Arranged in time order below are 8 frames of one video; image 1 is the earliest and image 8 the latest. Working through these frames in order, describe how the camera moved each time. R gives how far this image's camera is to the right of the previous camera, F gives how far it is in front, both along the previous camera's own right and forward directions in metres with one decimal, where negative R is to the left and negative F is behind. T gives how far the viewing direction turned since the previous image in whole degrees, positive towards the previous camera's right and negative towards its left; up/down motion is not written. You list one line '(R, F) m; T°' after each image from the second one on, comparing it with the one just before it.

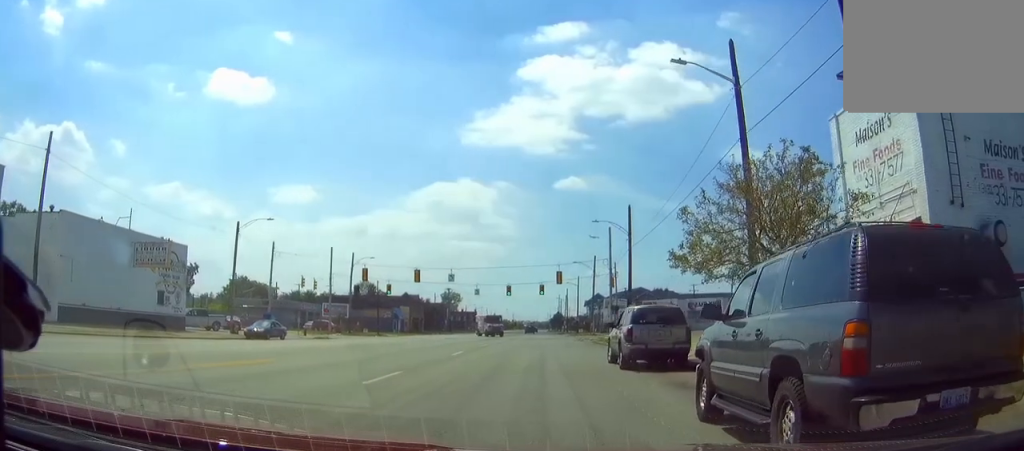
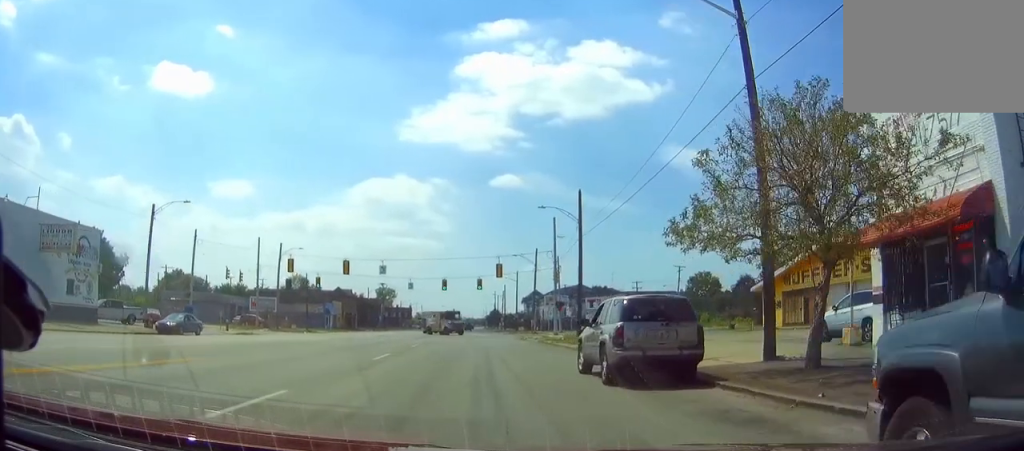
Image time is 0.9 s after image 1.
(+0.2, +5.2) m; +3°
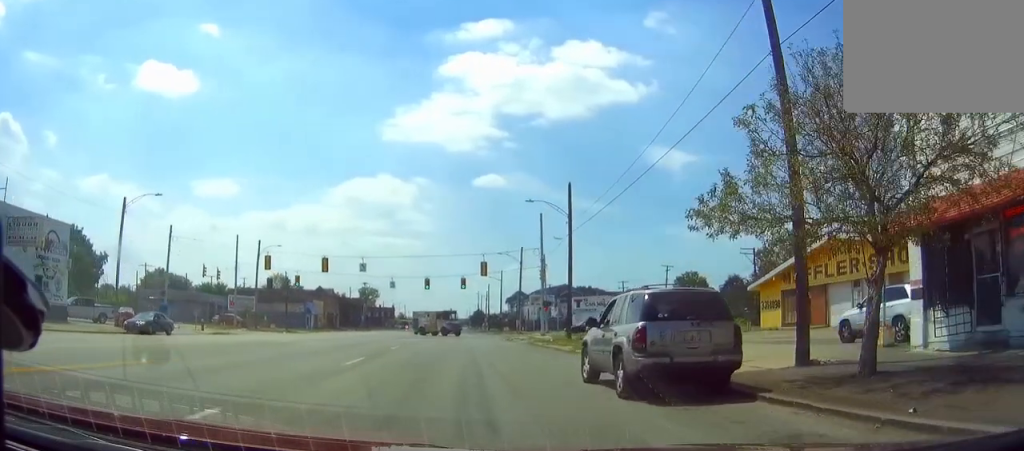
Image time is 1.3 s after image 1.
(0.0, +2.5) m; +1°
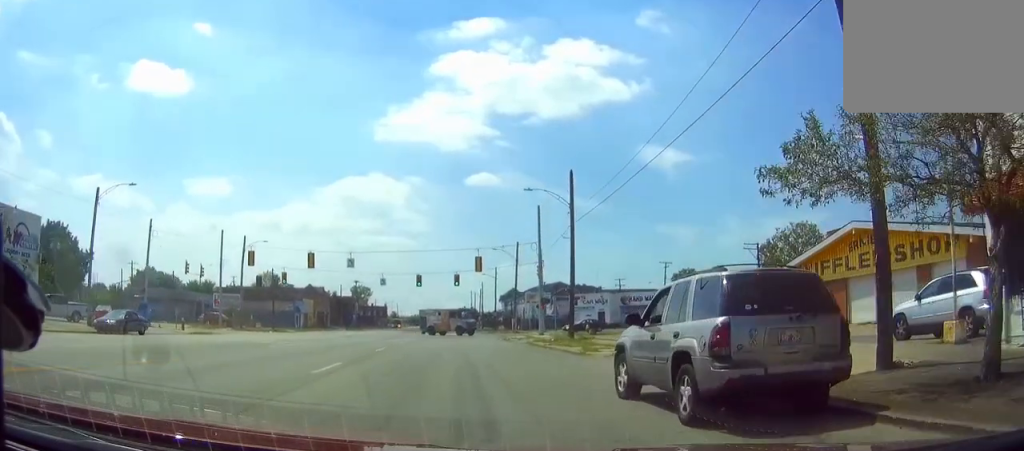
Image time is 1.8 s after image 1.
(0.0, +3.2) m; +1°
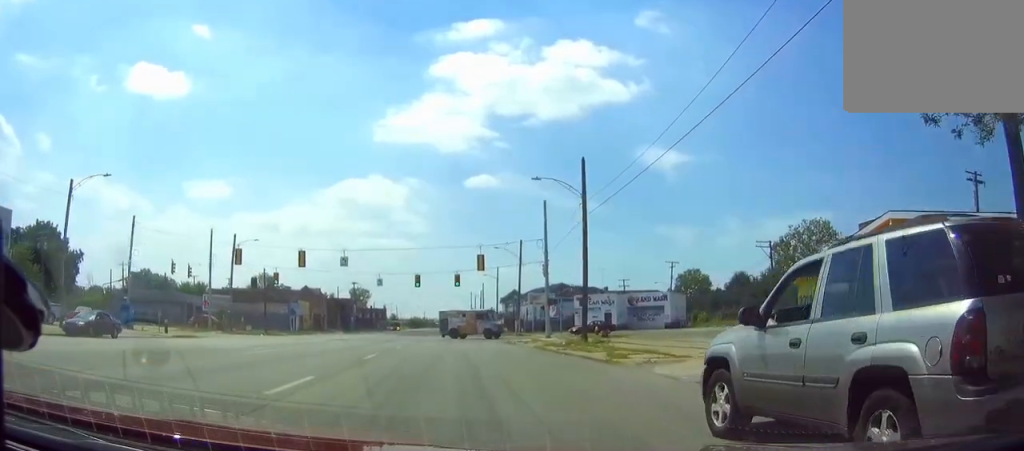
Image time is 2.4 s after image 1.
(+0.1, +3.8) m; +1°
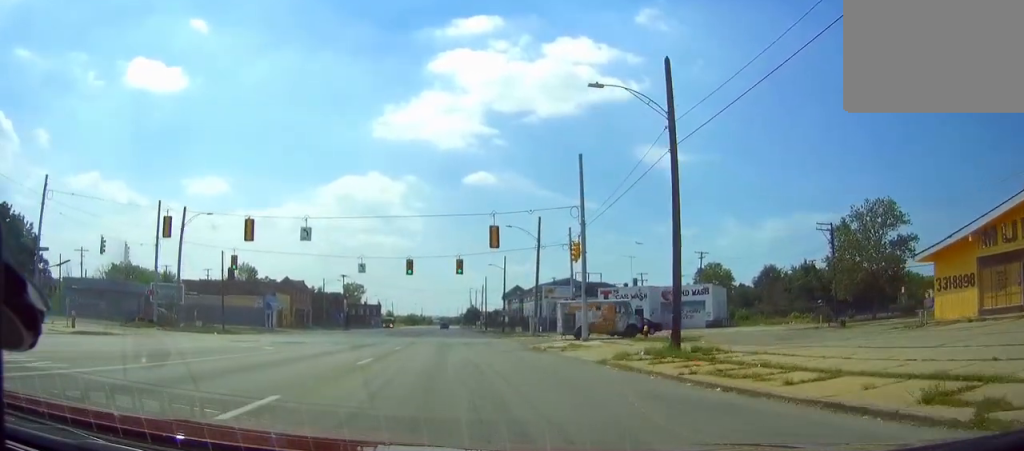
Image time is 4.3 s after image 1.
(+0.5, +15.0) m; +3°
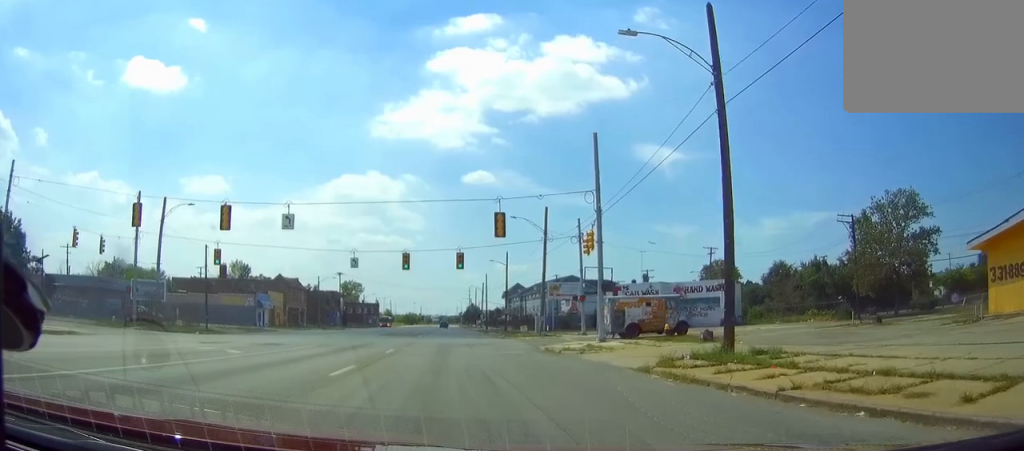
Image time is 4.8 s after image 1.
(0.0, +4.4) m; +1°
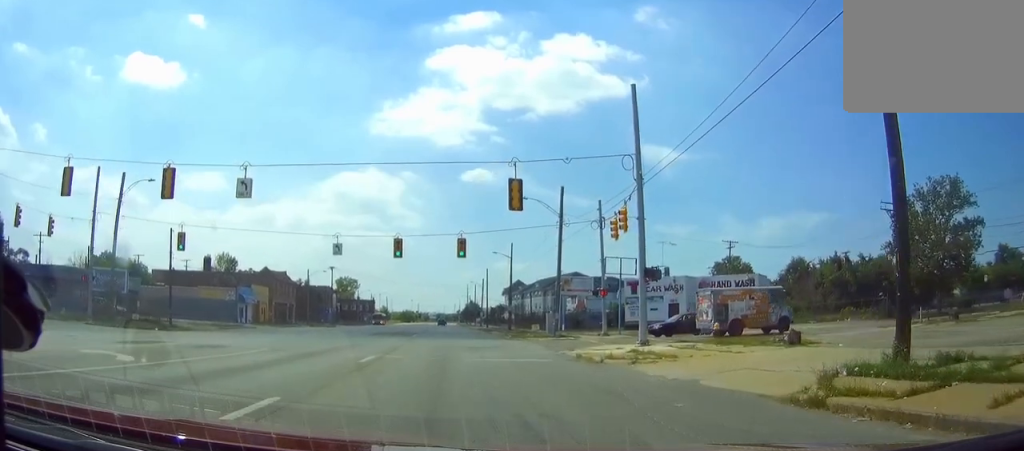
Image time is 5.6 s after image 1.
(+0.1, +7.9) m; +1°
